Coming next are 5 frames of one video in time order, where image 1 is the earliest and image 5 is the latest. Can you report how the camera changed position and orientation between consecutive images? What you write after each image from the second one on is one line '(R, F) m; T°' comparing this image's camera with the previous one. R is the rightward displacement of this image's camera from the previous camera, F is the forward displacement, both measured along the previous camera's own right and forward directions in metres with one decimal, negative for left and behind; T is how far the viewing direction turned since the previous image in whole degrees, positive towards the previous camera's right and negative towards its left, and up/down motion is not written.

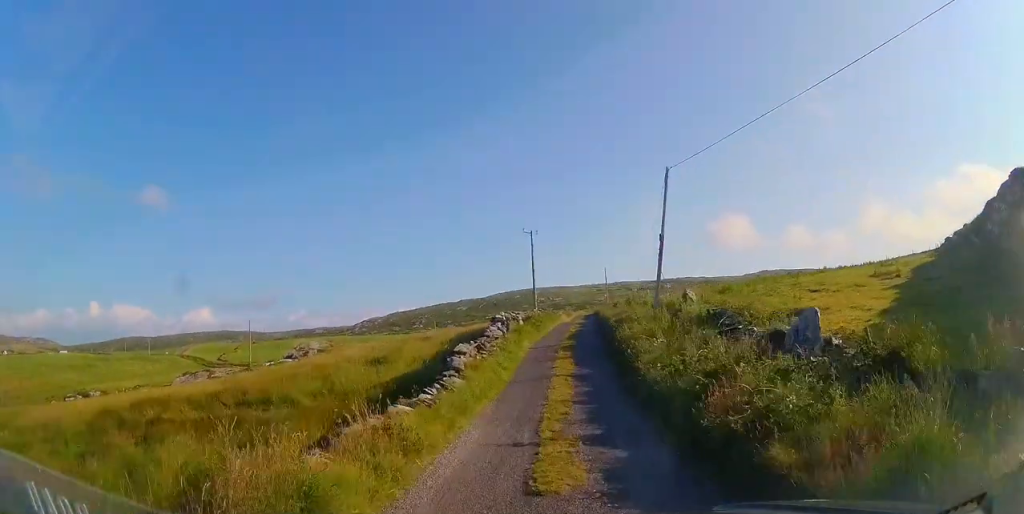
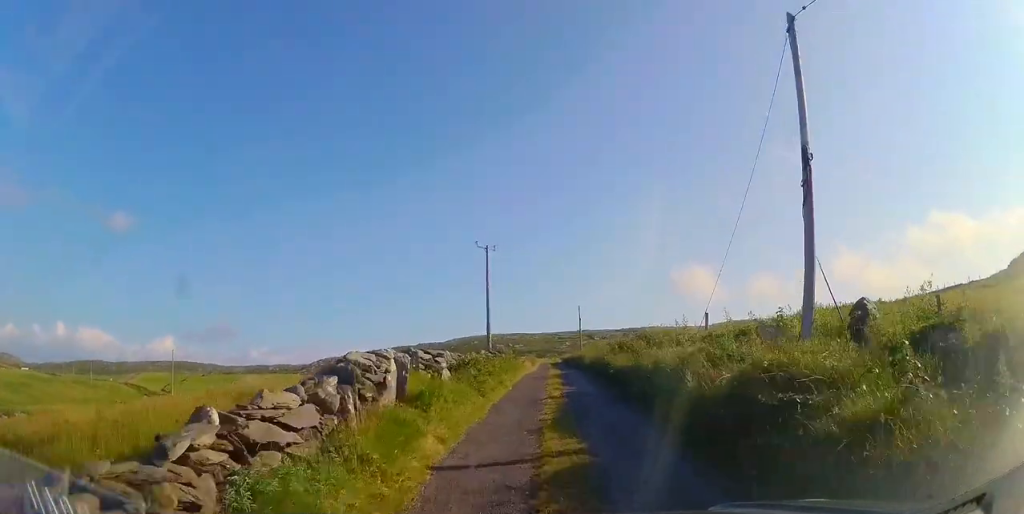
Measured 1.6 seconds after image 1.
(+1.2, +12.6) m; +7°
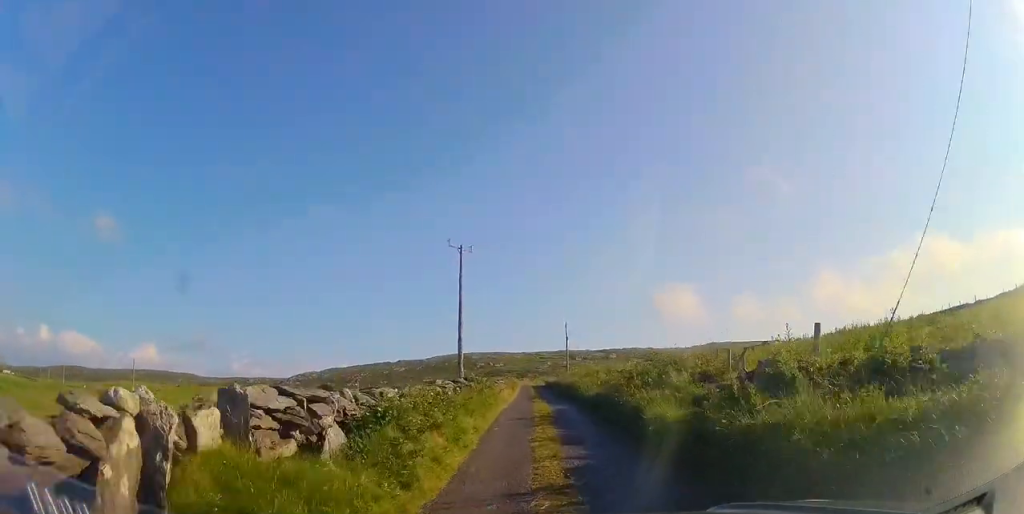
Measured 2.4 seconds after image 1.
(+0.1, +6.3) m; +2°
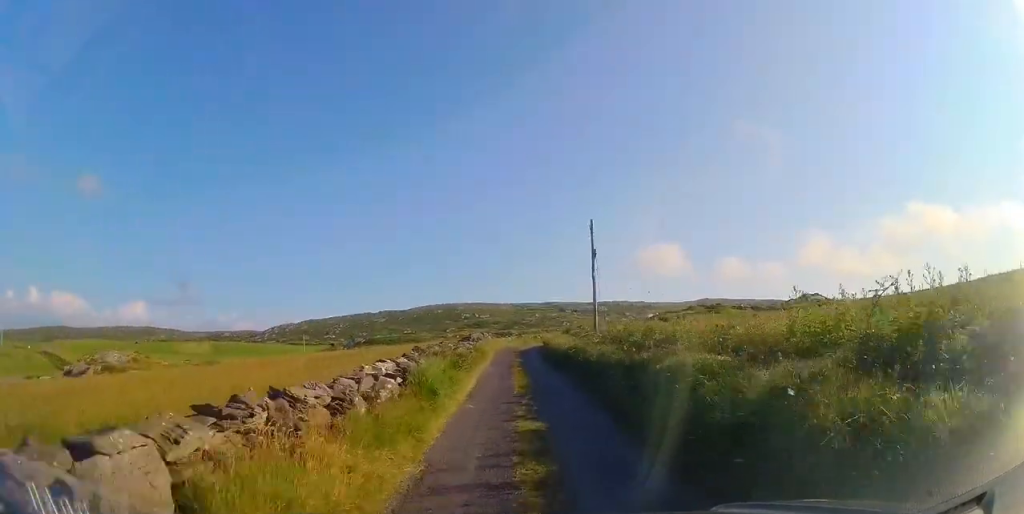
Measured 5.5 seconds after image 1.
(+0.6, +27.8) m; 0°
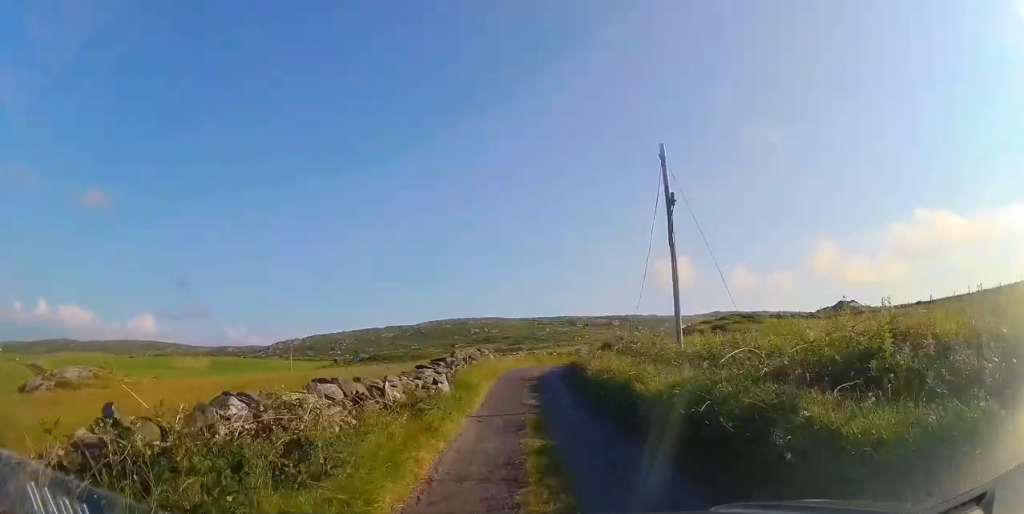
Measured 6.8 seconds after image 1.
(-0.3, +11.6) m; -1°
